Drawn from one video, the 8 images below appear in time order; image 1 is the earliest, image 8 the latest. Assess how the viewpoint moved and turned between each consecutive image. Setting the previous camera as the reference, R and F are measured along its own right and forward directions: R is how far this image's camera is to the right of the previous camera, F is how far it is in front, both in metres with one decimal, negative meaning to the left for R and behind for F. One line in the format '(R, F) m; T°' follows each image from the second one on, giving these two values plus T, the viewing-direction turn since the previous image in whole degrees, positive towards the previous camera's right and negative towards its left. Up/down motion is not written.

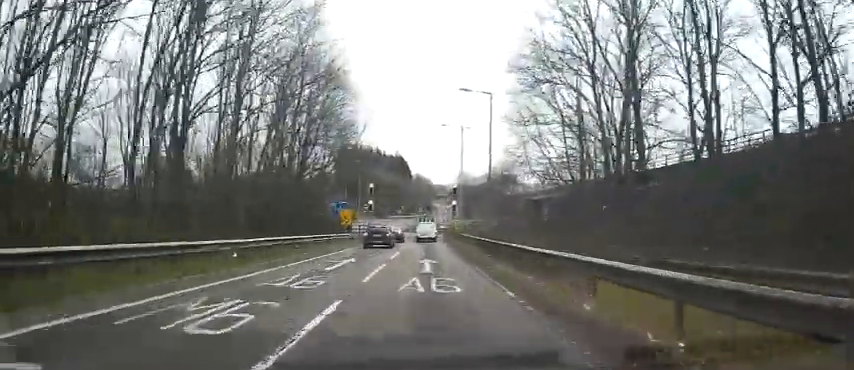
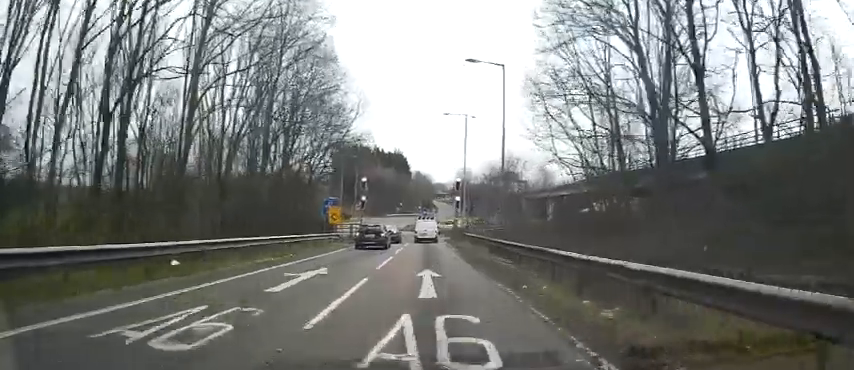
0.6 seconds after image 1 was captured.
(-0.1, +5.4) m; 0°
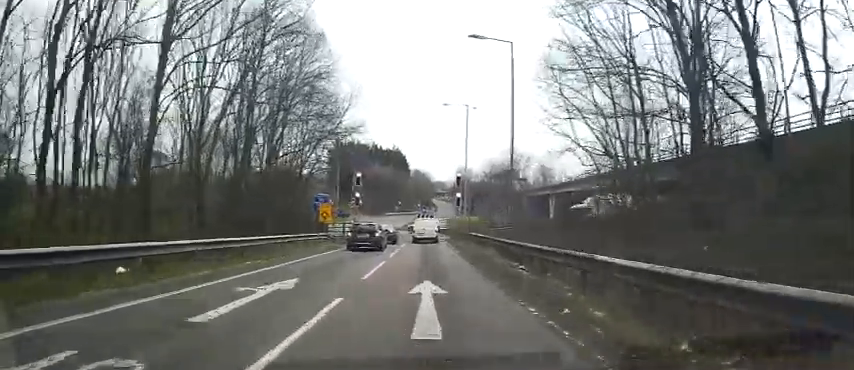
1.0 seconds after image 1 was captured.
(+0.1, +3.1) m; 0°
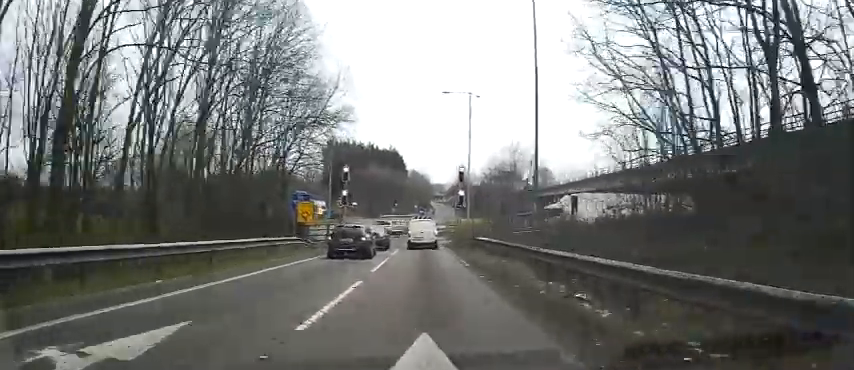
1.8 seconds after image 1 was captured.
(0.0, +4.8) m; -2°
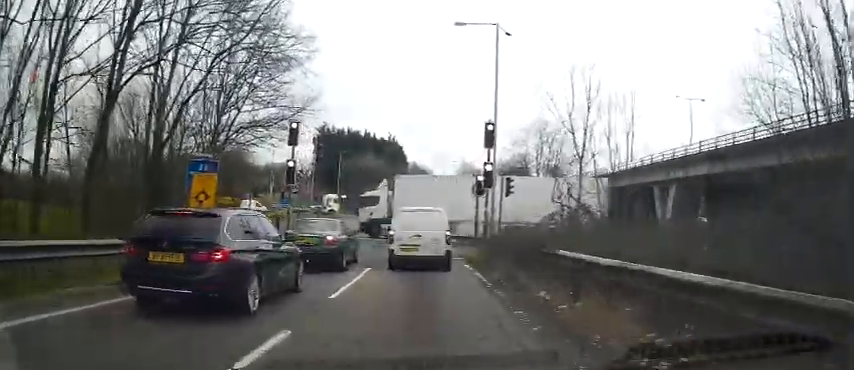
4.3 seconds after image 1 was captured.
(-0.9, +12.9) m; -1°
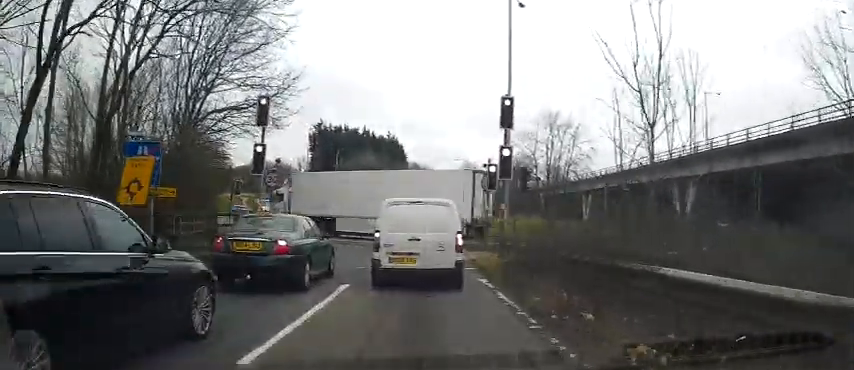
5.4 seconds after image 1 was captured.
(+0.3, +3.7) m; +6°
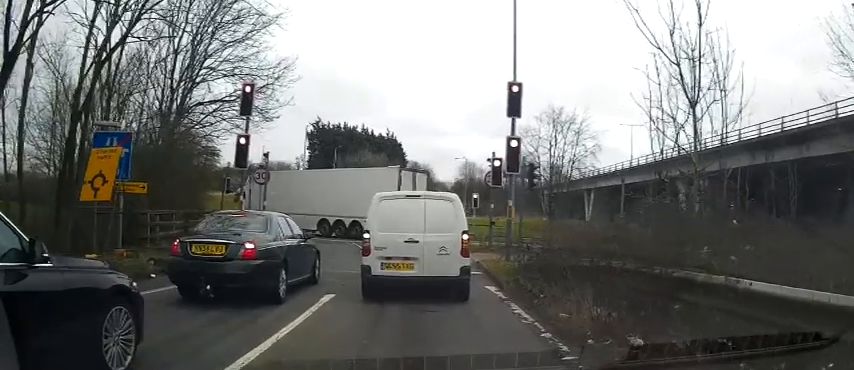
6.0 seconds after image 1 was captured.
(0.0, +1.2) m; 0°
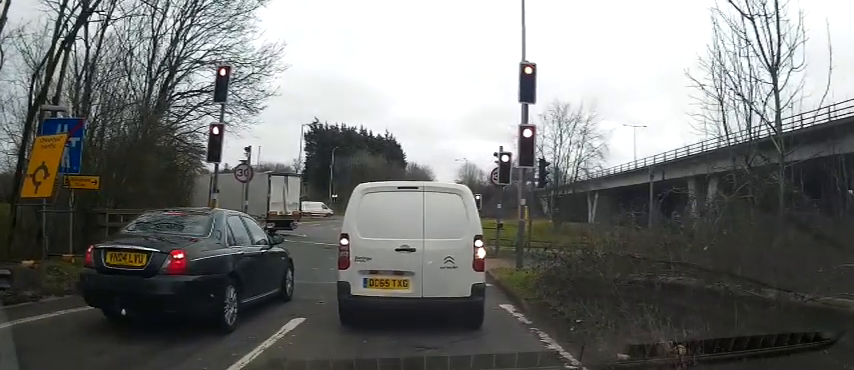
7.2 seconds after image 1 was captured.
(-0.3, +1.3) m; 0°
